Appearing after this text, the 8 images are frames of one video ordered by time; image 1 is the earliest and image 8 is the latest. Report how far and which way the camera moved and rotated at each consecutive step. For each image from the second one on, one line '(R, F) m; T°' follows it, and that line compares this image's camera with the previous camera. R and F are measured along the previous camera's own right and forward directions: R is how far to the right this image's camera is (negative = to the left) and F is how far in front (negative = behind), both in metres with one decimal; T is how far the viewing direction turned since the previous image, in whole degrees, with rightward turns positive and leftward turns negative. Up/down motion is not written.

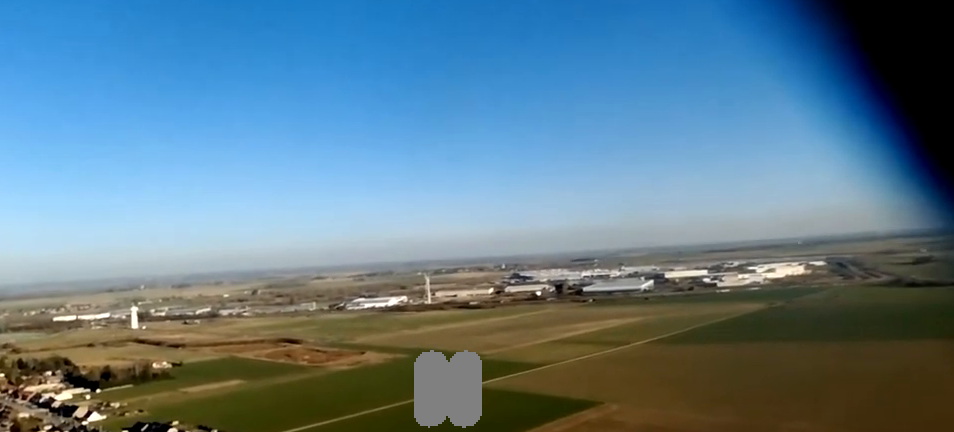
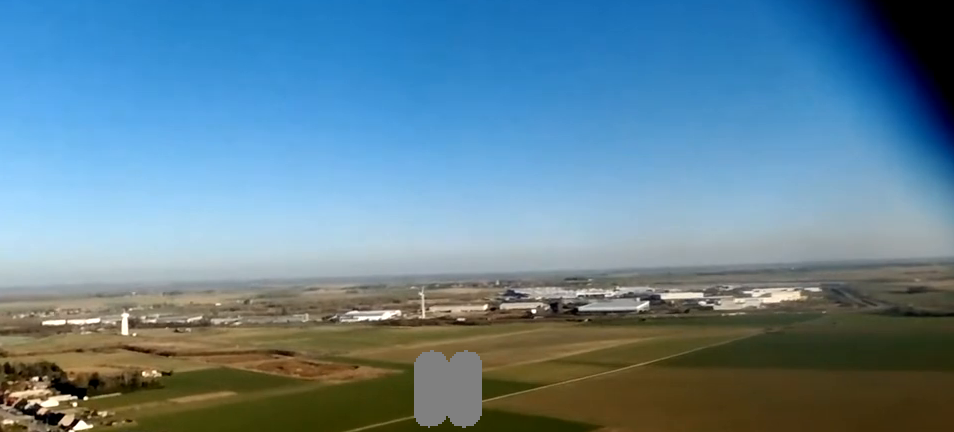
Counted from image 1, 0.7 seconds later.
(-0.2, +10.2) m; +1°
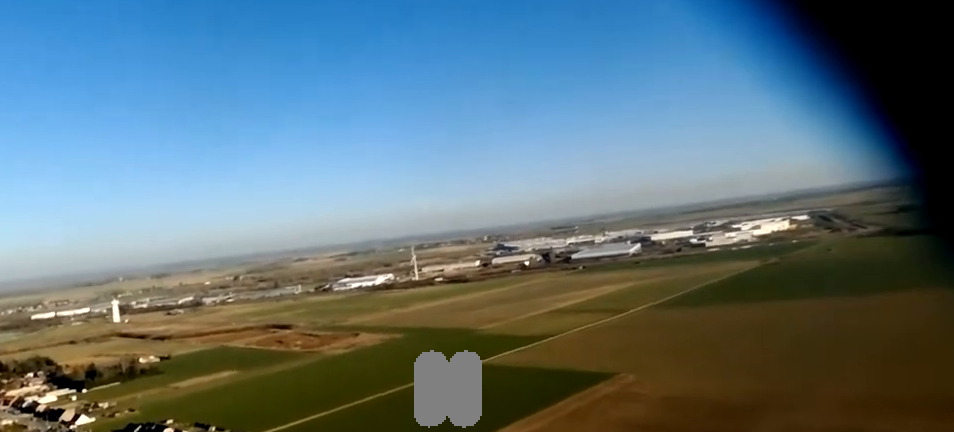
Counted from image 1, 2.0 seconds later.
(+1.4, +21.0) m; +8°
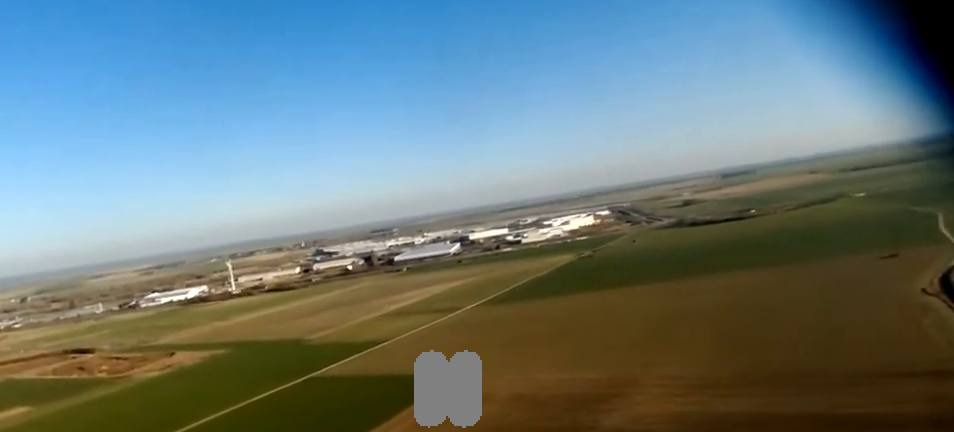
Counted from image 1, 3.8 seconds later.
(+2.0, +25.7) m; +10°
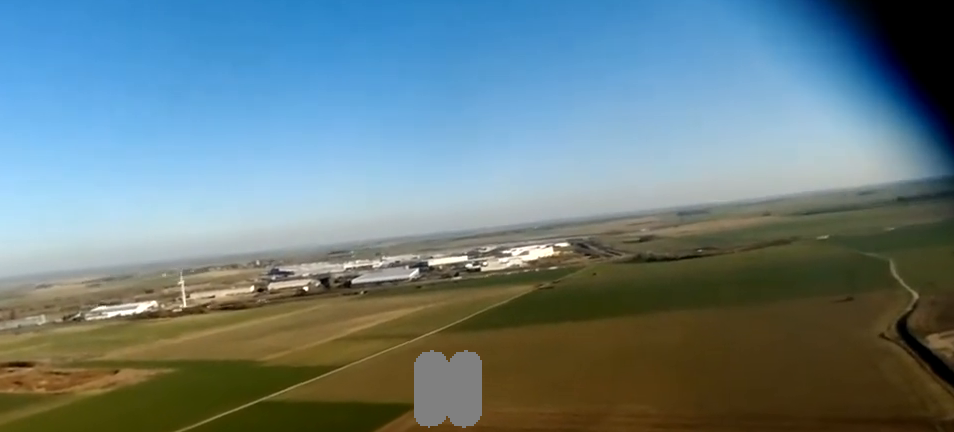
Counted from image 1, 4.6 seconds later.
(+0.9, +12.5) m; +4°
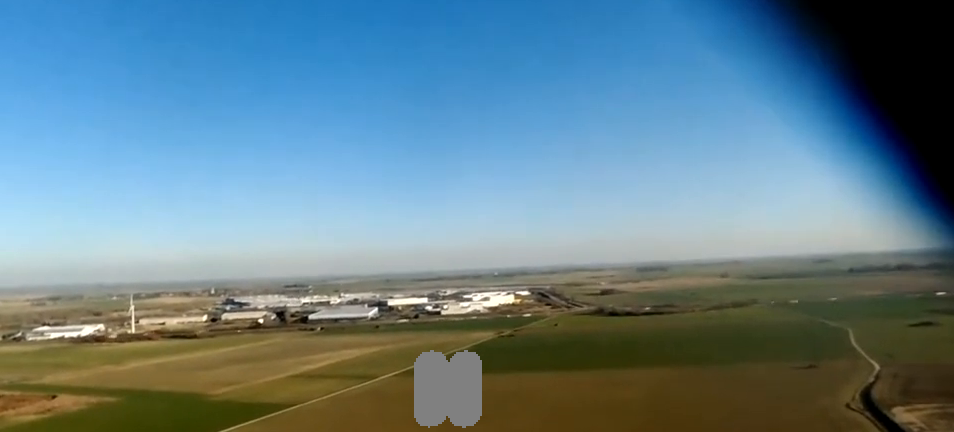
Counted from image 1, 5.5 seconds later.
(0.0, +15.4) m; +1°
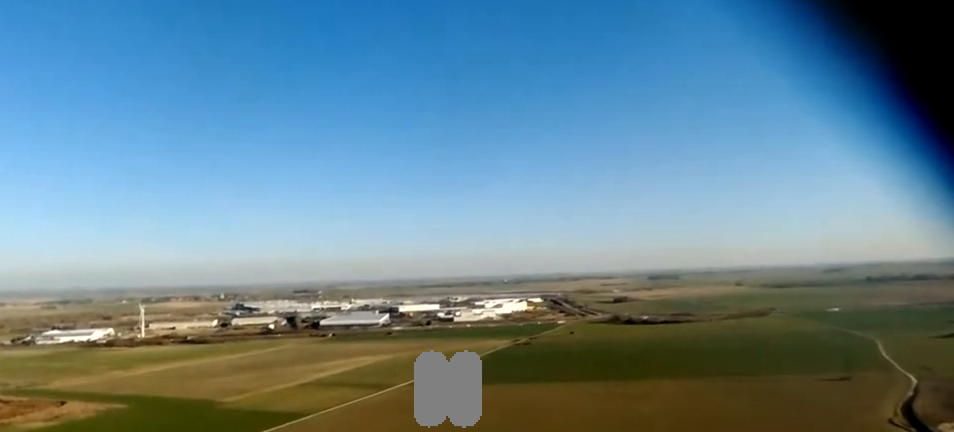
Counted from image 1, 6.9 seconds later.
(+1.2, +20.5) m; +5°
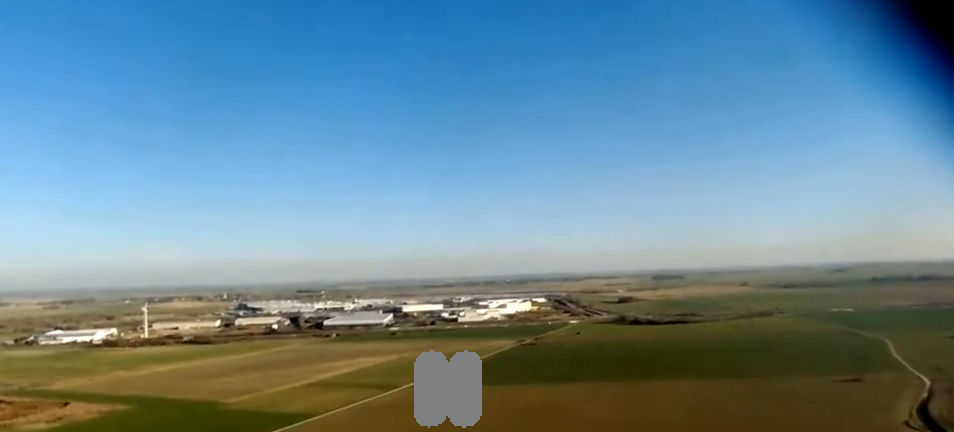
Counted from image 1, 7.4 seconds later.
(+0.7, +8.8) m; -1°
